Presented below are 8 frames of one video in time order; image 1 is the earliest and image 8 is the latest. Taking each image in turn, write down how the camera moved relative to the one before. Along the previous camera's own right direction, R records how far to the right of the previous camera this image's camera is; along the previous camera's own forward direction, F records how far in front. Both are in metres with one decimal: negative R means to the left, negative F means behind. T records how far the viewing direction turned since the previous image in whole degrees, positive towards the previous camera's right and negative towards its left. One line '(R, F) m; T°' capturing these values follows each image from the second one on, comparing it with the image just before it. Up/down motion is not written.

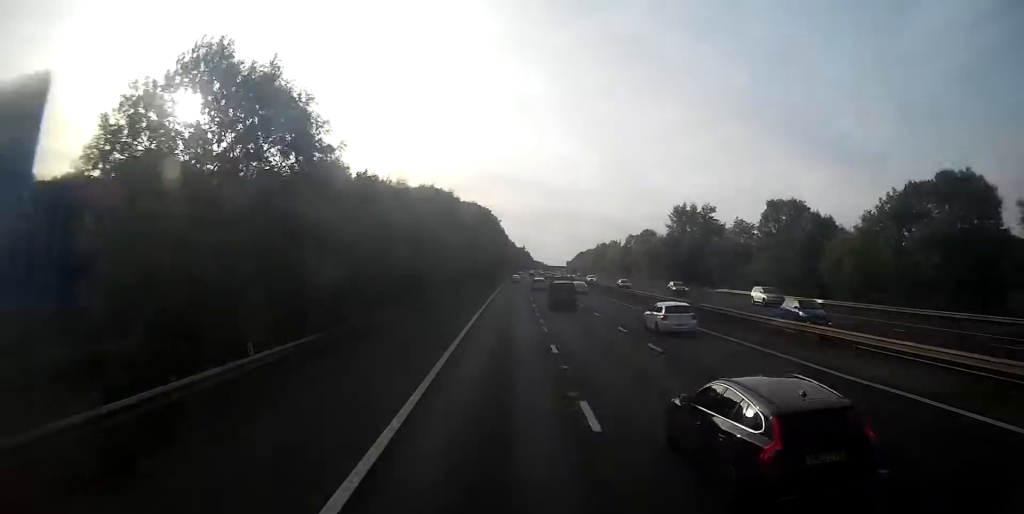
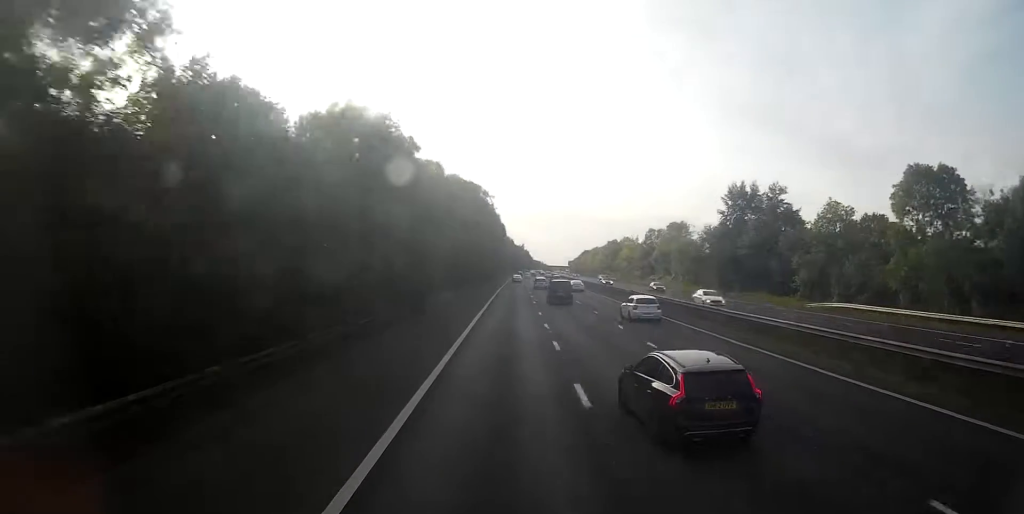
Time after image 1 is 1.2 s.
(+0.4, +32.8) m; 0°
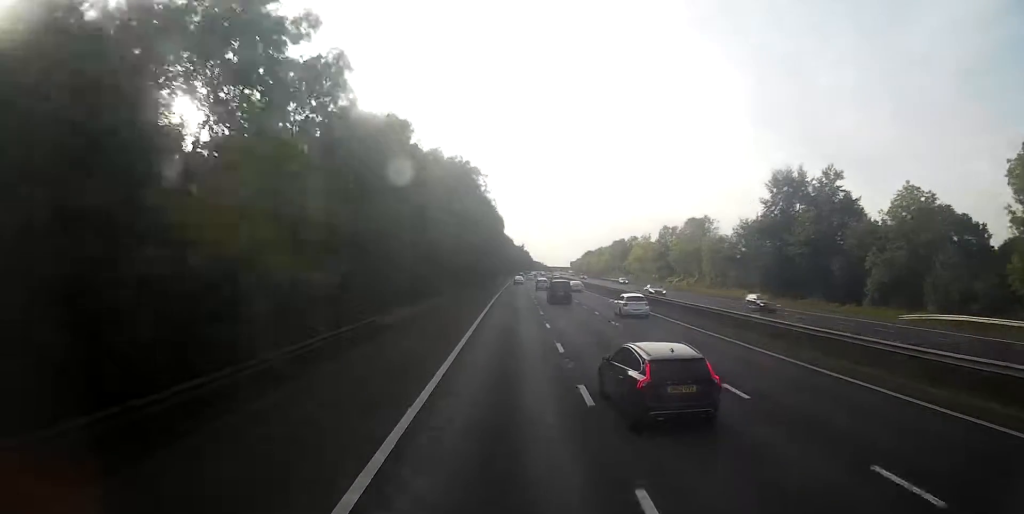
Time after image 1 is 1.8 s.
(0.0, +16.4) m; 0°
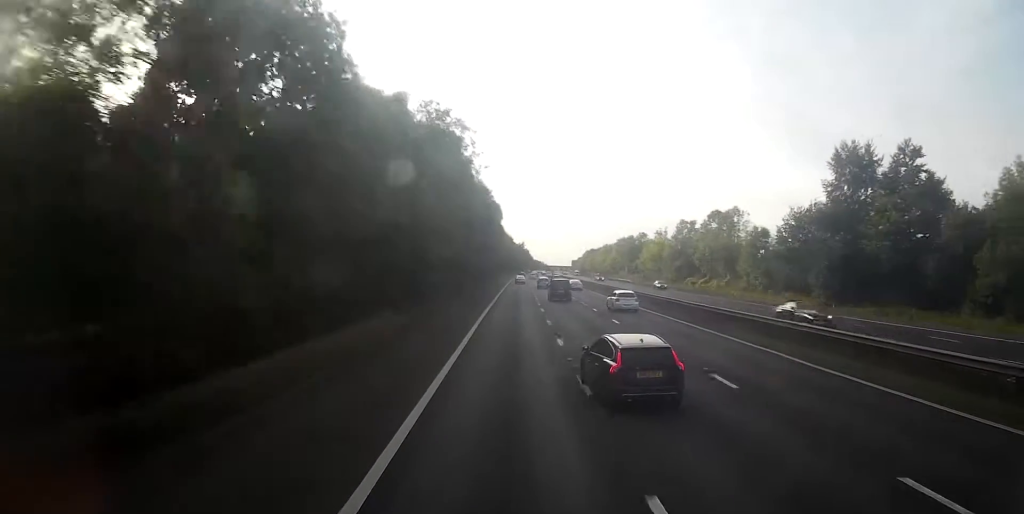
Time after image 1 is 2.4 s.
(-0.3, +16.4) m; 0°
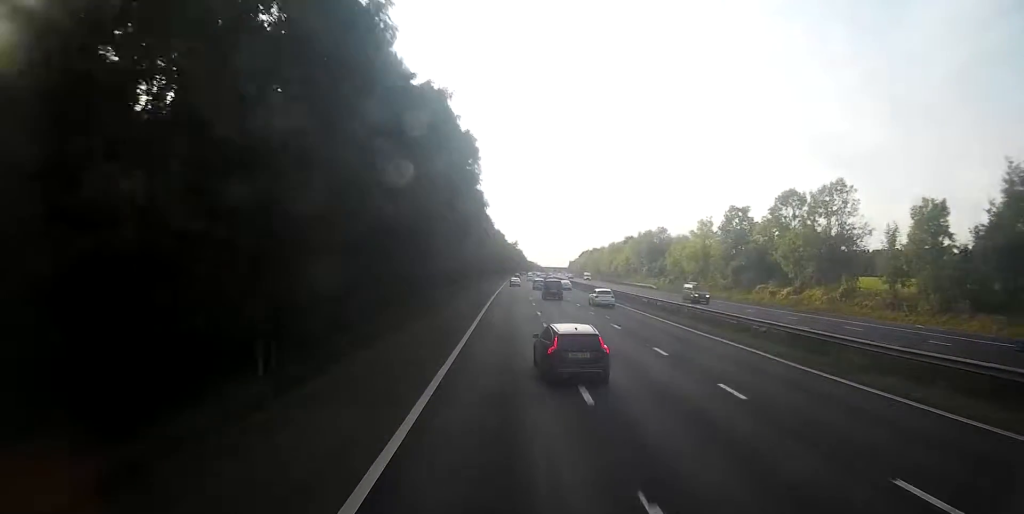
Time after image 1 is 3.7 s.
(+0.3, +36.3) m; 0°
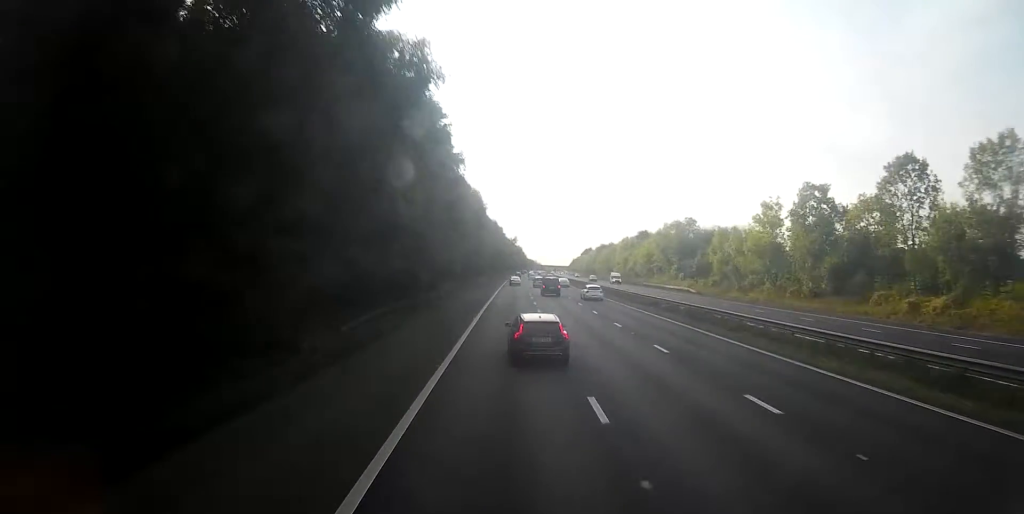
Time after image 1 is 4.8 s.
(-0.3, +28.2) m; 0°
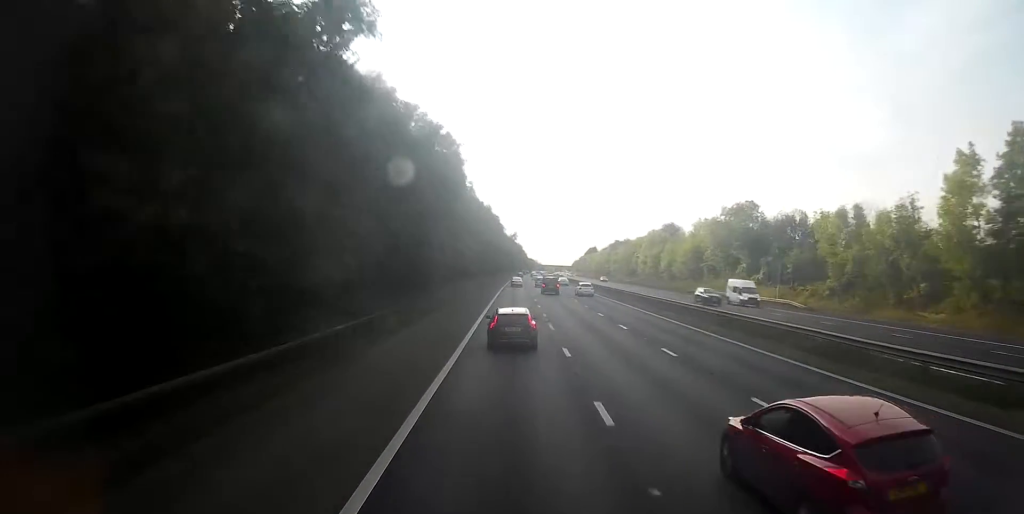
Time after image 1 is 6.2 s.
(+0.4, +38.3) m; +1°
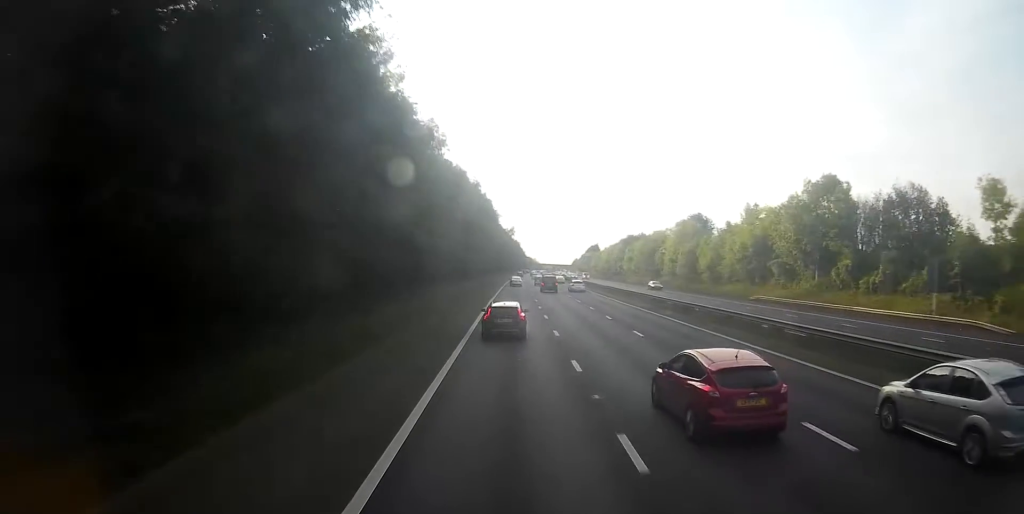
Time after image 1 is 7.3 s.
(+0.2, +30.1) m; 0°
